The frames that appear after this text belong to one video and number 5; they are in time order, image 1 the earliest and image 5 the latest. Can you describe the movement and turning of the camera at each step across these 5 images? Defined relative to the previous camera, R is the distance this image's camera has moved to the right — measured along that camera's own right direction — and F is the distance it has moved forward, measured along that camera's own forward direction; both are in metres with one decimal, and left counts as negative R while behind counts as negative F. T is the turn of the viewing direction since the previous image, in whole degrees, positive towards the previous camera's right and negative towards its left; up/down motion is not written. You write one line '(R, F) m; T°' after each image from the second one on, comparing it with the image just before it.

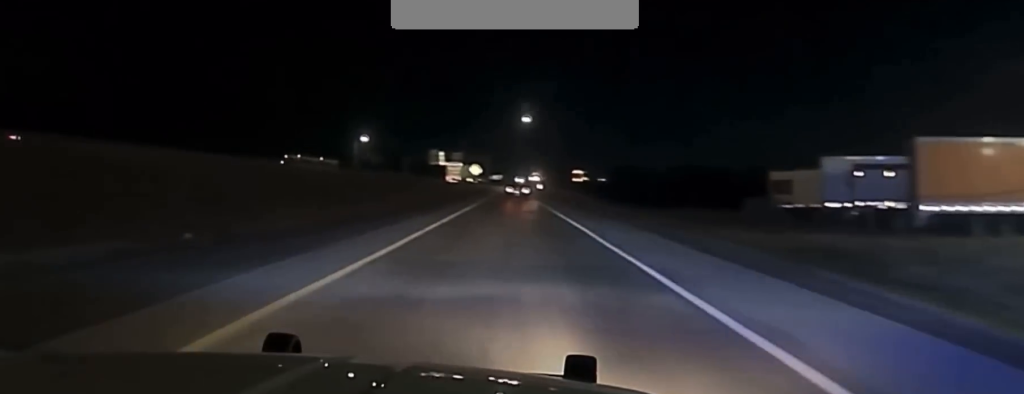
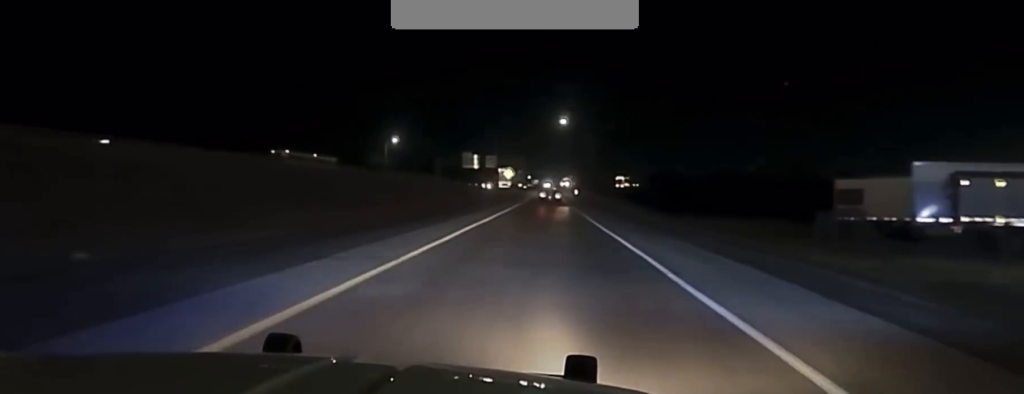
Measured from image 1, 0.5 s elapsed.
(-0.5, +8.5) m; -2°
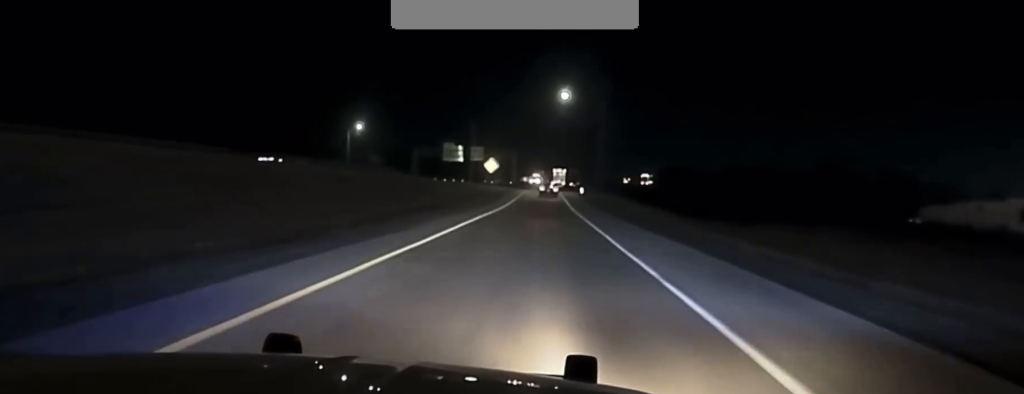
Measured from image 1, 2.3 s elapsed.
(0.0, +35.2) m; +1°
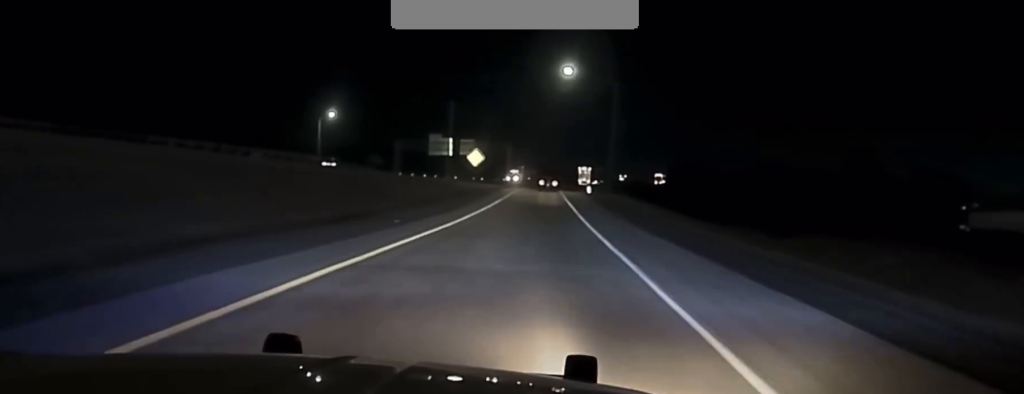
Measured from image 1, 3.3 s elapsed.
(+0.2, +22.0) m; 0°
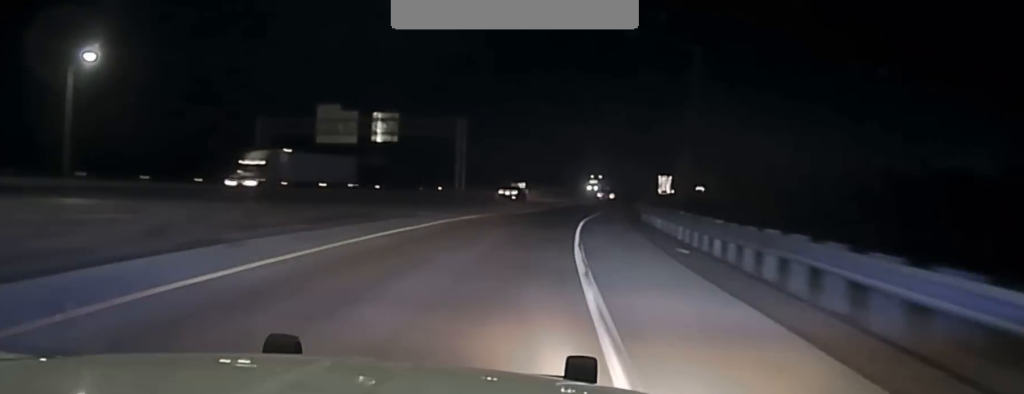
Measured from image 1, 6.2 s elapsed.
(-0.9, +99.6) m; 0°
